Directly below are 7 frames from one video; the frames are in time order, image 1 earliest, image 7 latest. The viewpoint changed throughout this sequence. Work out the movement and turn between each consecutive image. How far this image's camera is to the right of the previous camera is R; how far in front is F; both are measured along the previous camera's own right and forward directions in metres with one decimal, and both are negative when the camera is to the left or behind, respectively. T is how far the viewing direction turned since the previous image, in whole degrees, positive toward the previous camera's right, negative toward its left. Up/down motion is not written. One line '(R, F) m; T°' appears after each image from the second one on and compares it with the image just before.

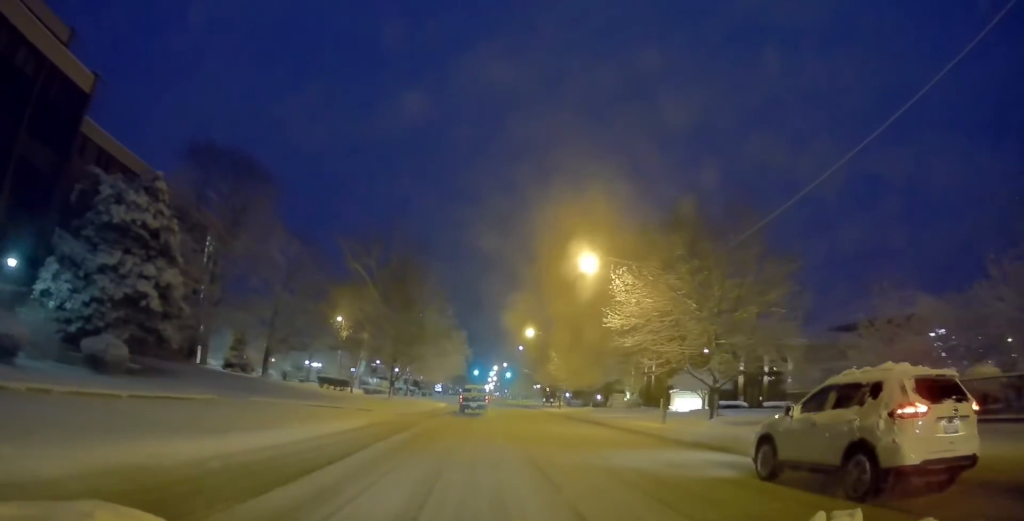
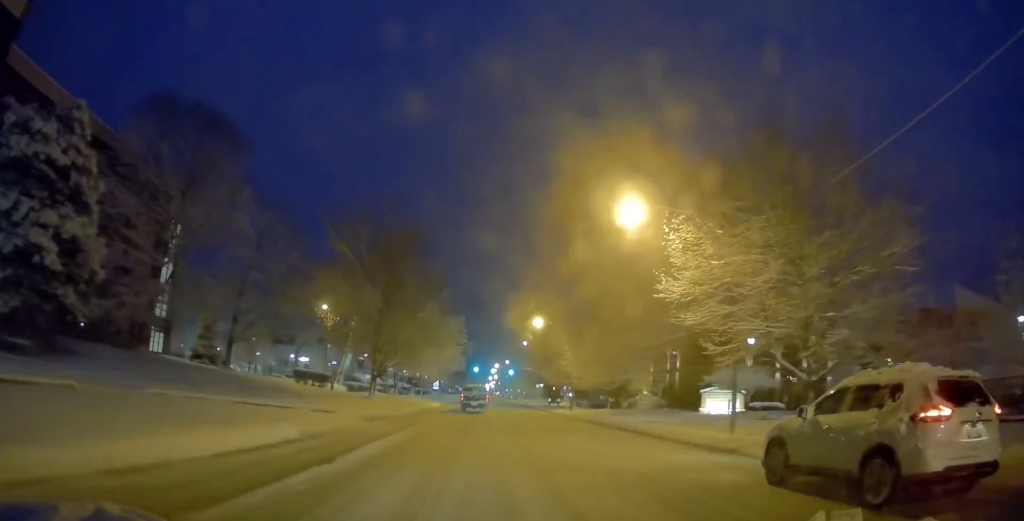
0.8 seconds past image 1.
(0.0, +8.4) m; -1°
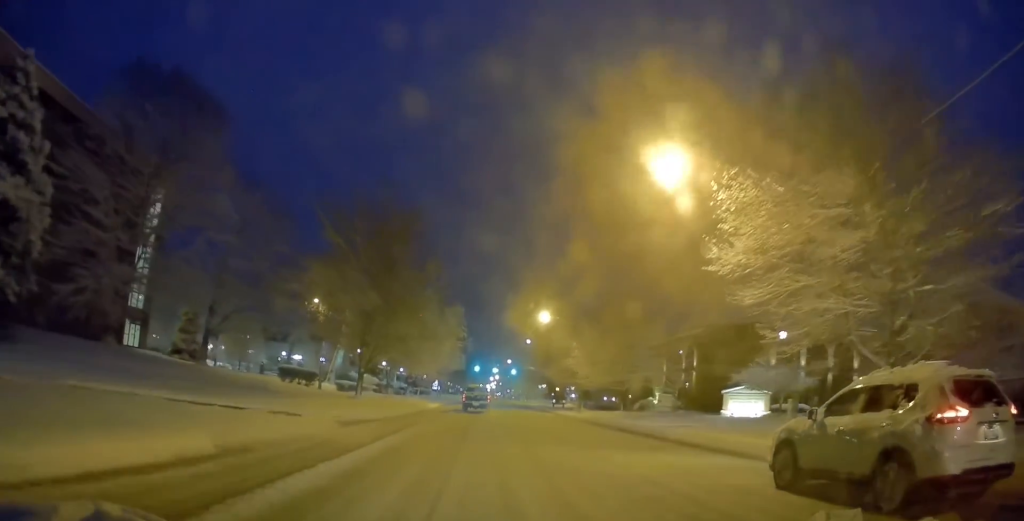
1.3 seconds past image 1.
(+0.1, +4.5) m; -1°
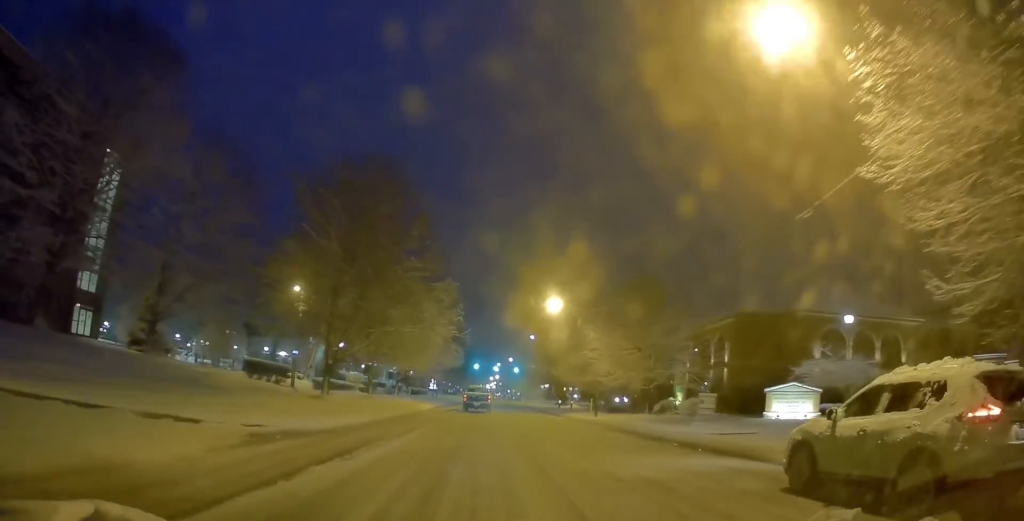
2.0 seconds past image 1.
(-0.2, +7.5) m; 0°
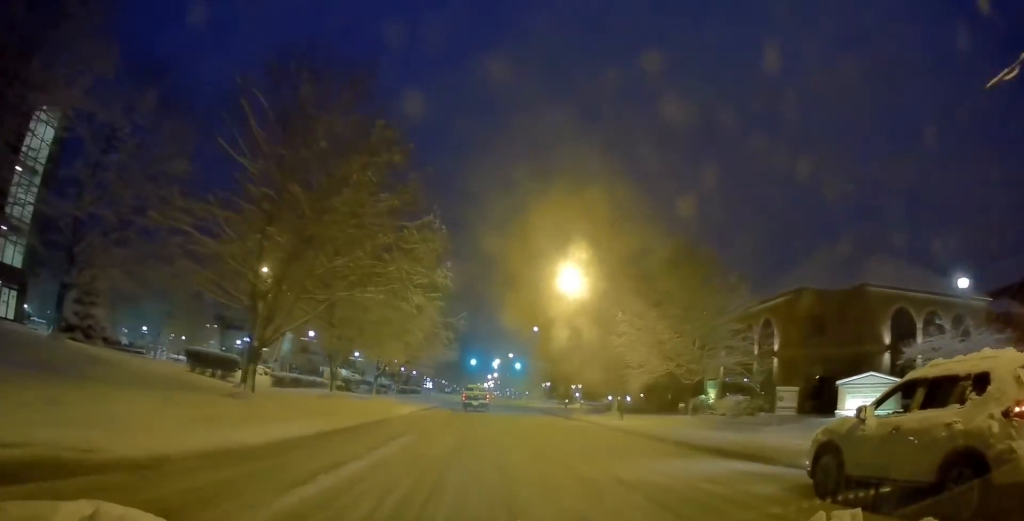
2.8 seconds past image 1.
(0.0, +9.2) m; +2°
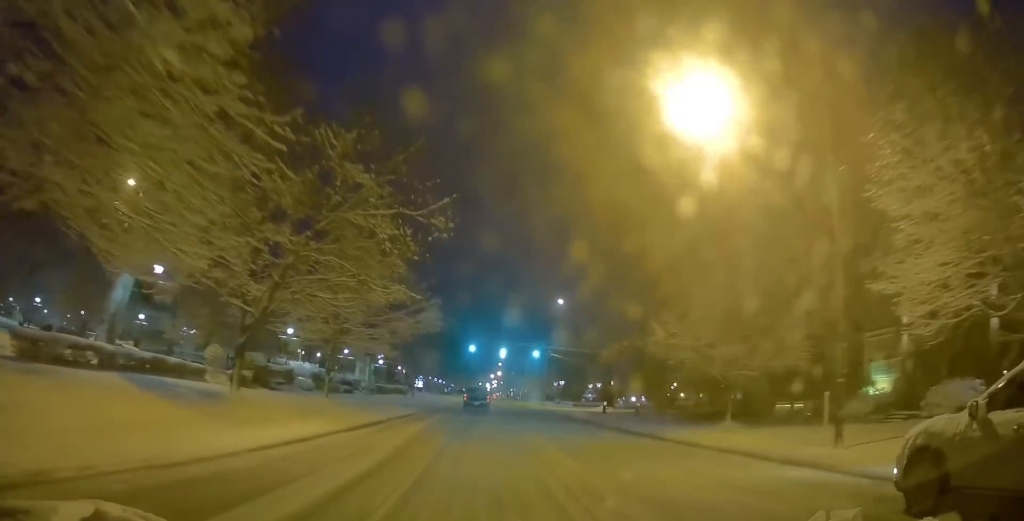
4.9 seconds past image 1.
(+0.9, +23.7) m; +2°
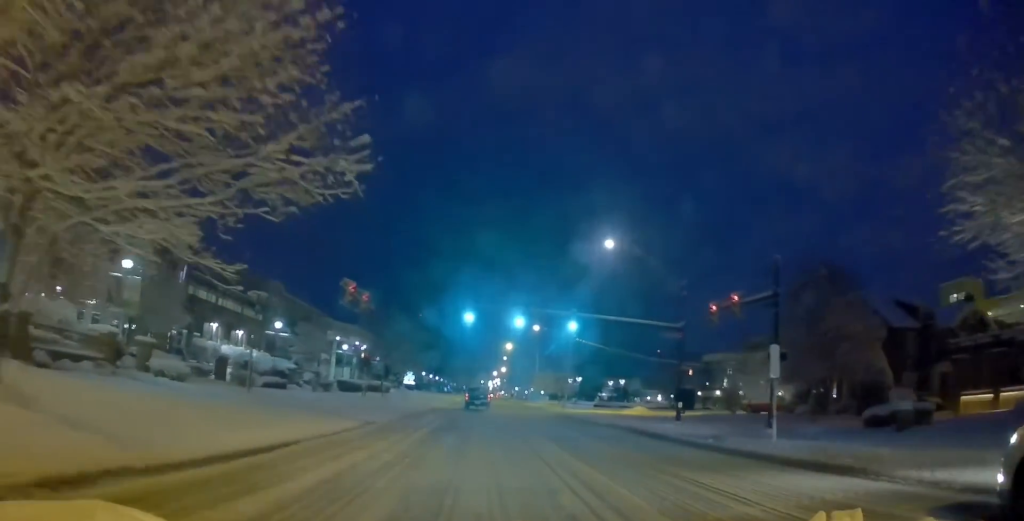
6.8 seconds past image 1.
(-0.3, +21.4) m; -3°
